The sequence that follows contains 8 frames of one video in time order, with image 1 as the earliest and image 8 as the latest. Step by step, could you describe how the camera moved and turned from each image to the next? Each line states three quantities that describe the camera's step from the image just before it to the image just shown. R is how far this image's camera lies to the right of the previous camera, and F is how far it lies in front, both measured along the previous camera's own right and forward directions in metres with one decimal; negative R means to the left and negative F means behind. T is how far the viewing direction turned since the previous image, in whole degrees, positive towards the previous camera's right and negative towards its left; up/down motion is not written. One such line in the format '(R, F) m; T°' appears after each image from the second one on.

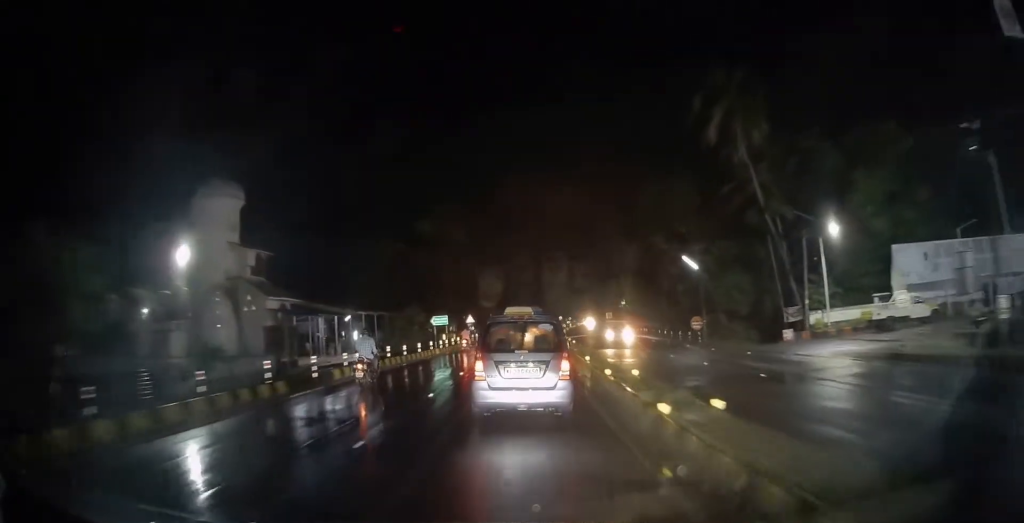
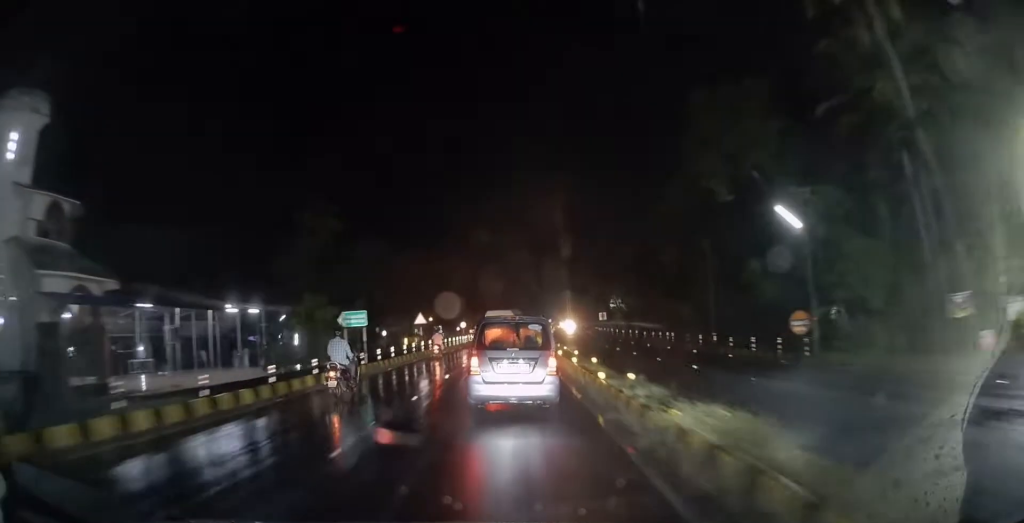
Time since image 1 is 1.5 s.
(+0.5, +19.0) m; +2°
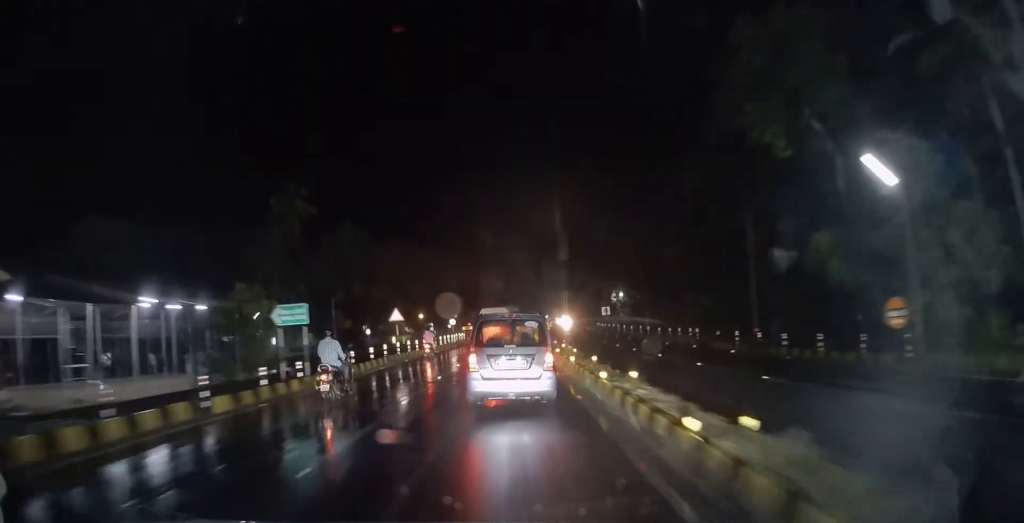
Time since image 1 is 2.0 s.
(-0.2, +6.9) m; 0°
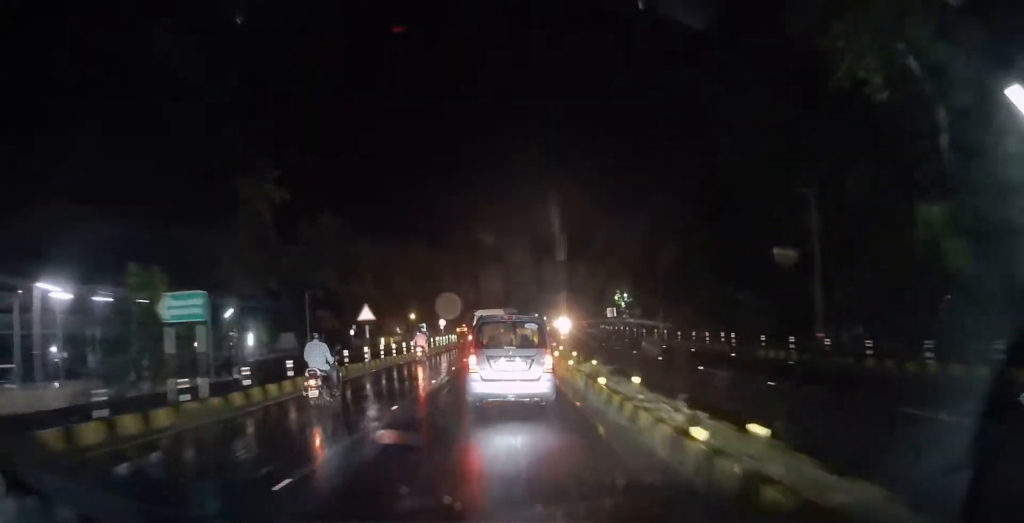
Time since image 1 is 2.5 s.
(+0.2, +6.6) m; +1°
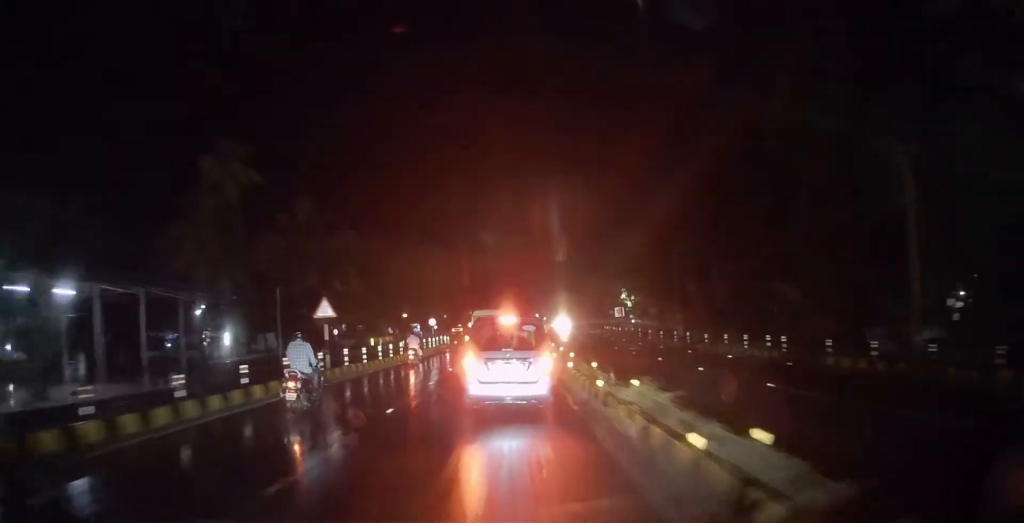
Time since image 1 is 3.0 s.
(+0.1, +6.2) m; +1°
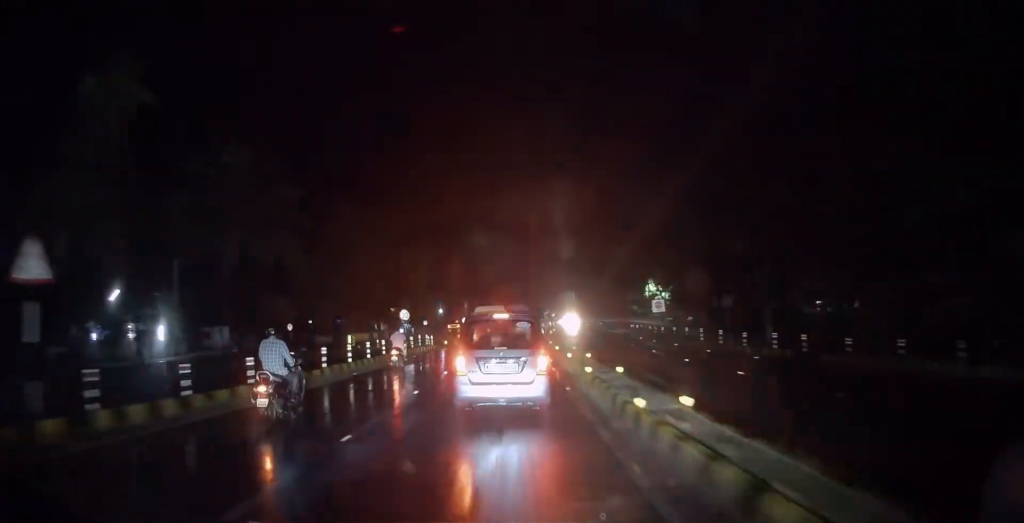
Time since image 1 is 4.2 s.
(0.0, +15.3) m; -1°
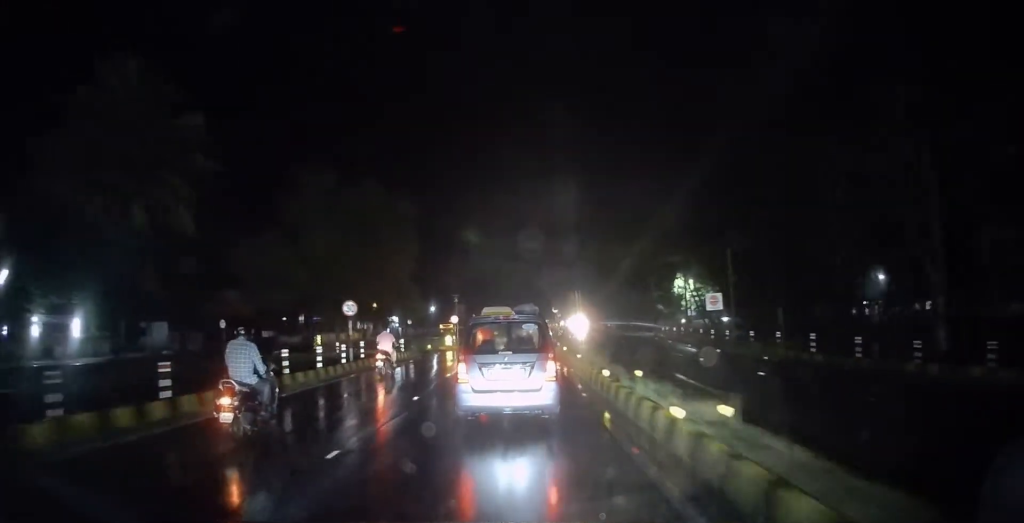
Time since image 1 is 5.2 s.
(-0.1, +13.2) m; -2°
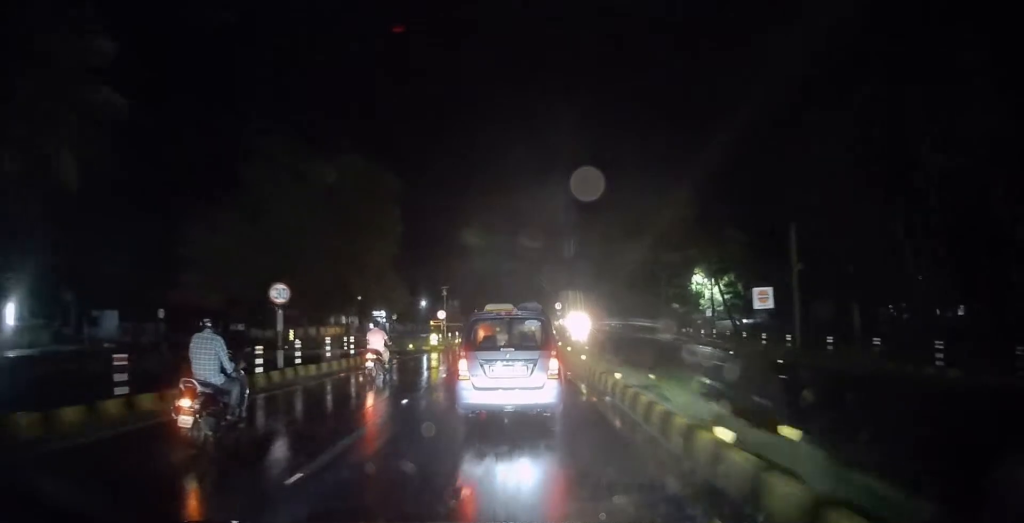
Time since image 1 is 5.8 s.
(-0.4, +7.5) m; +1°
